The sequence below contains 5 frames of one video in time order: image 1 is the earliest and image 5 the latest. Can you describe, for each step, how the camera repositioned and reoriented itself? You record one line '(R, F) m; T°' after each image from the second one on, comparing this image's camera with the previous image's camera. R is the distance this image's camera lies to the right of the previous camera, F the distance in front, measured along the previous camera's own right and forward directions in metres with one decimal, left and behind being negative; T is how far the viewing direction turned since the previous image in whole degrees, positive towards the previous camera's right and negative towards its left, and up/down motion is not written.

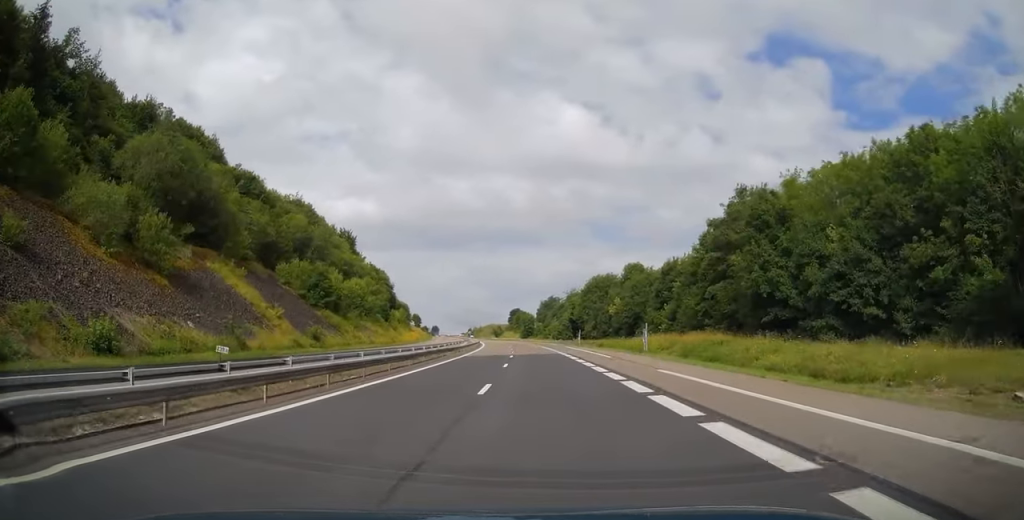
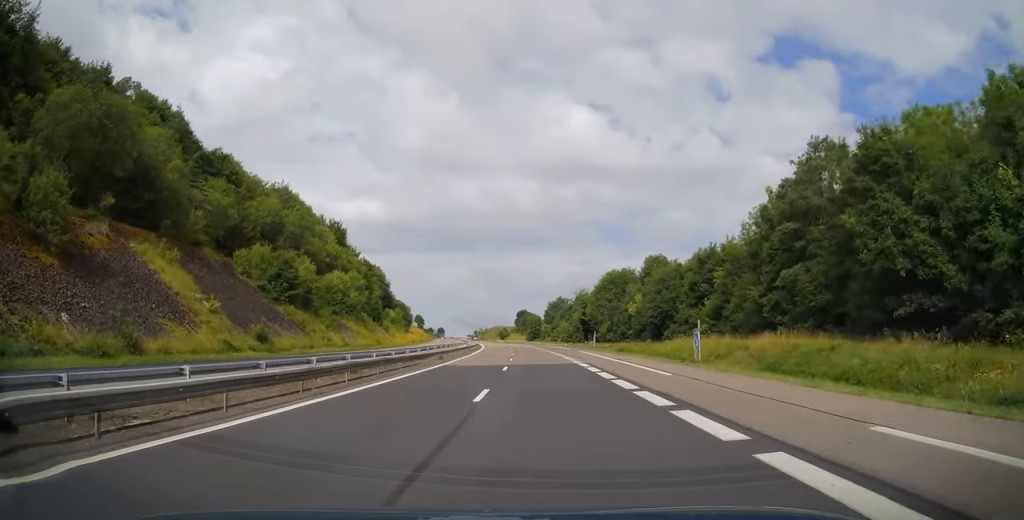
(-0.1, +14.0) m; 0°
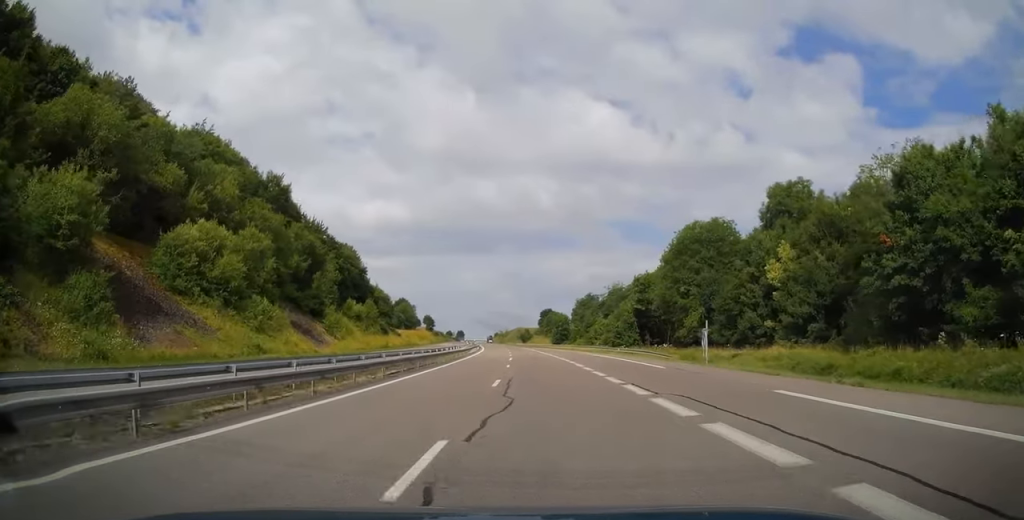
(-0.6, +45.8) m; -2°
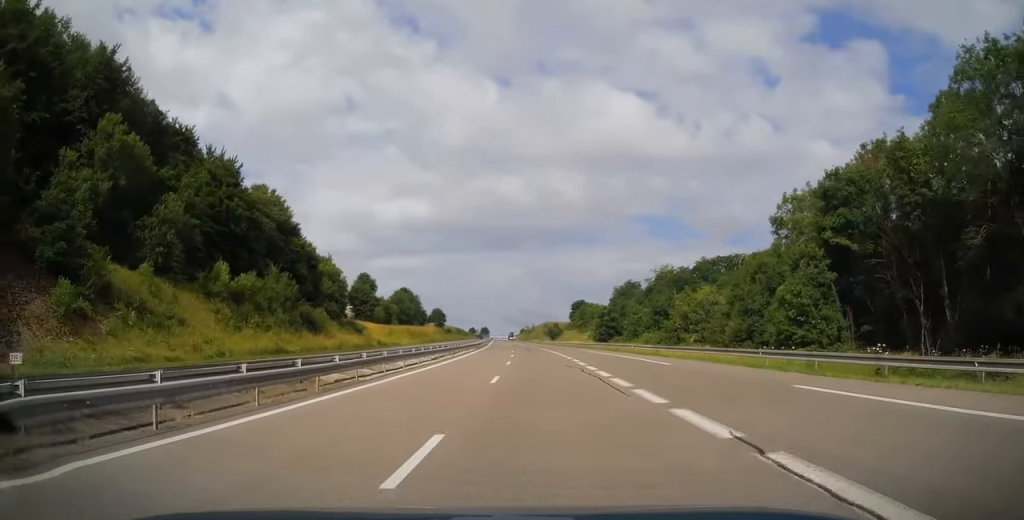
(-1.4, +51.2) m; -3°
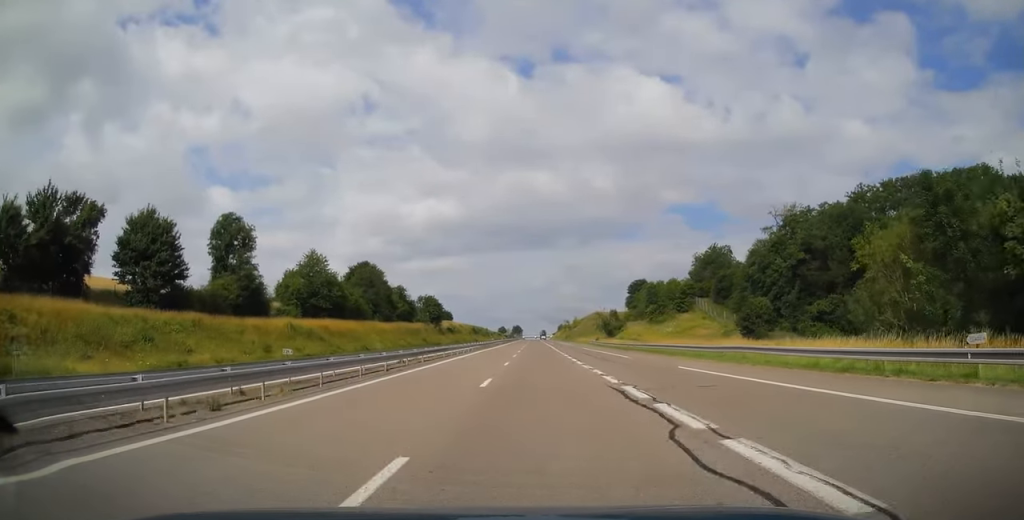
(-2.4, +92.2) m; -2°
